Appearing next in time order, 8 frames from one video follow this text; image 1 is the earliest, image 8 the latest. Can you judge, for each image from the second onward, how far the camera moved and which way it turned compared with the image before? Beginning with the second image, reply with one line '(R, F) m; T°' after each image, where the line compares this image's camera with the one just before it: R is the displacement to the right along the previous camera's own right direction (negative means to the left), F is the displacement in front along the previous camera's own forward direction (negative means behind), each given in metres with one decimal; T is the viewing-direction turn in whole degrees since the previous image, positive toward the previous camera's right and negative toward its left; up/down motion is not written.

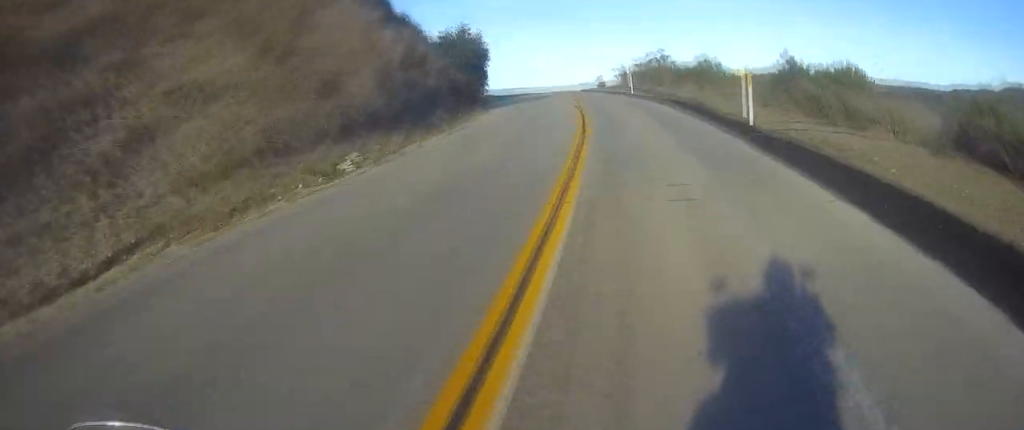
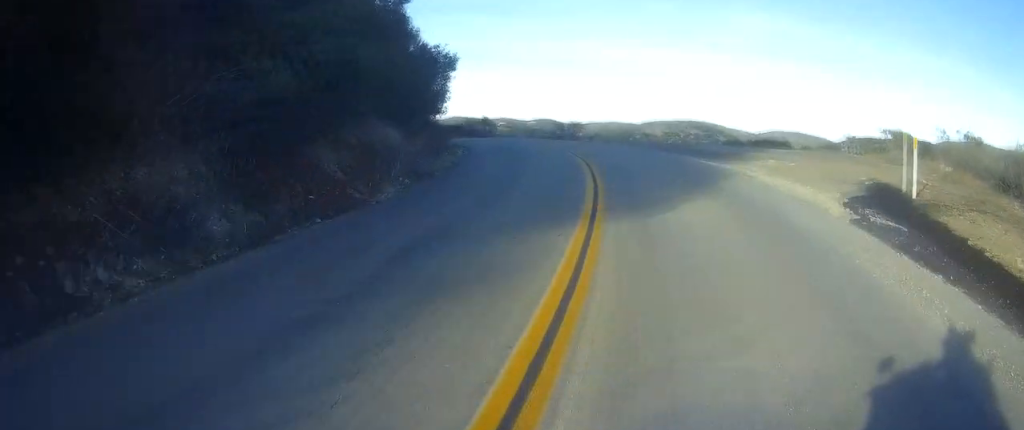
(-4.5, +48.6) m; -14°
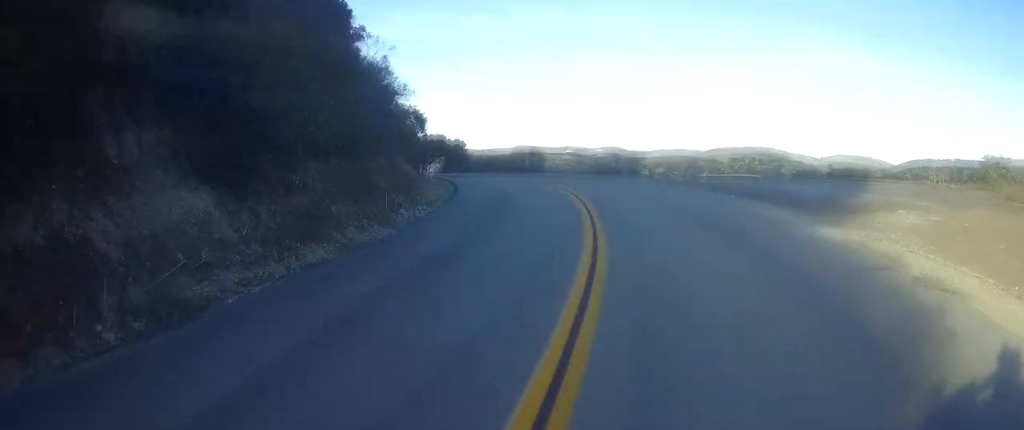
(-0.8, +10.6) m; -5°
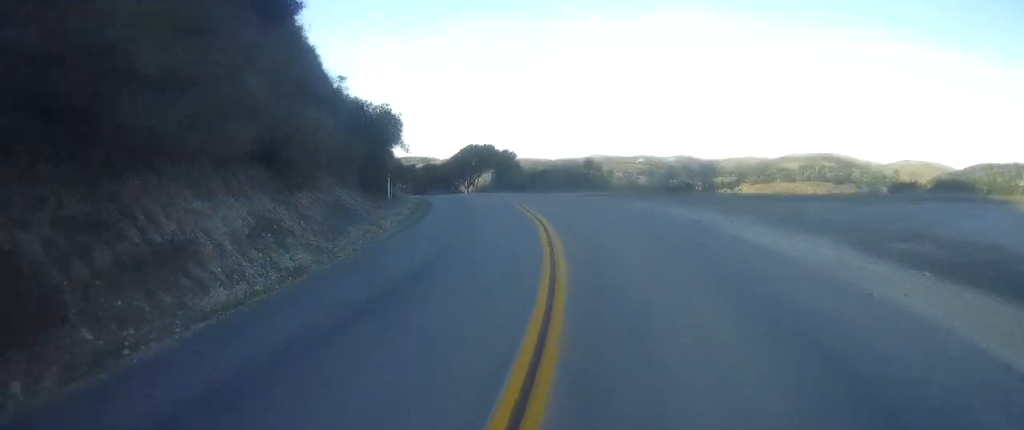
(-0.9, +13.7) m; -7°
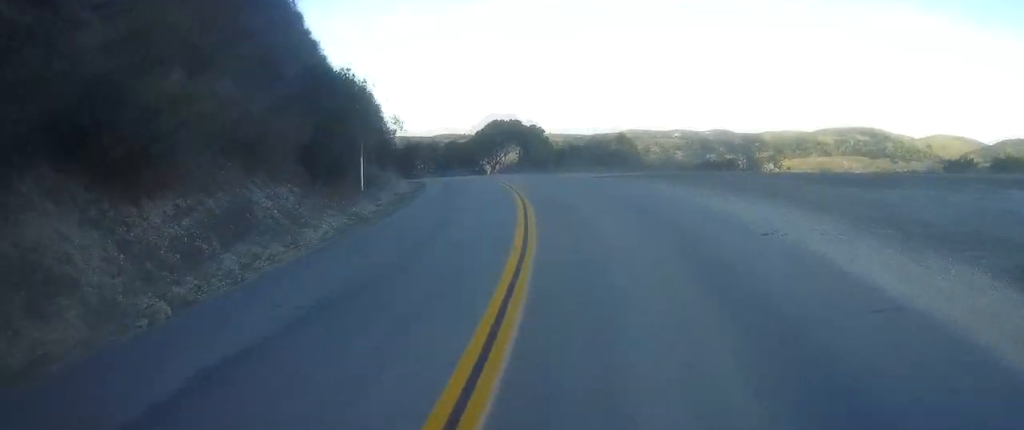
(0.0, +6.9) m; -3°
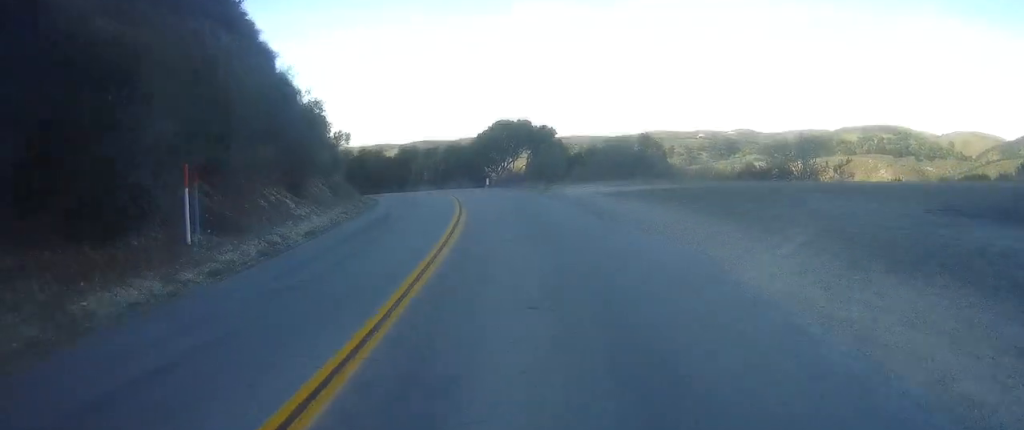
(-0.8, +11.7) m; -4°
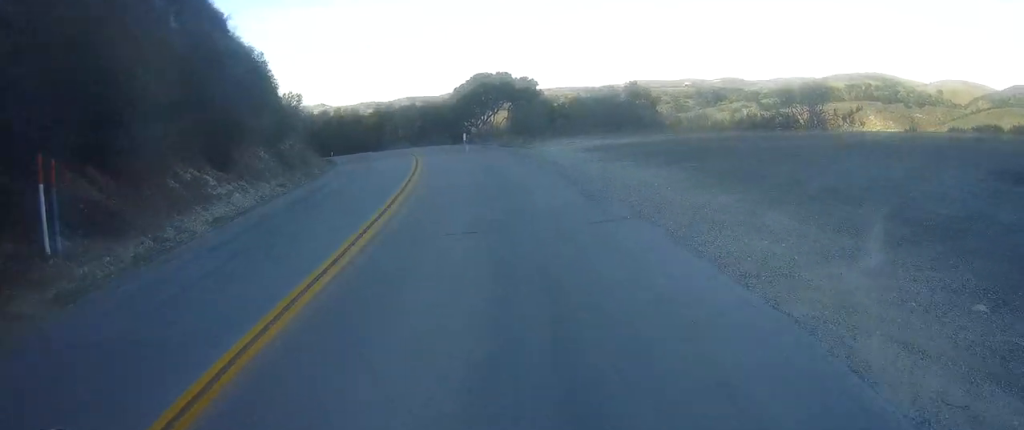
(-0.1, +4.2) m; -1°
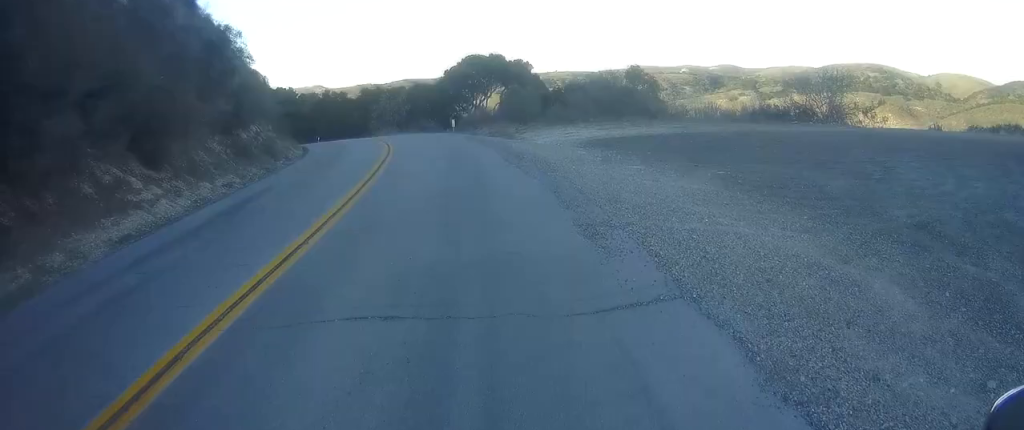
(0.0, +4.1) m; -1°
